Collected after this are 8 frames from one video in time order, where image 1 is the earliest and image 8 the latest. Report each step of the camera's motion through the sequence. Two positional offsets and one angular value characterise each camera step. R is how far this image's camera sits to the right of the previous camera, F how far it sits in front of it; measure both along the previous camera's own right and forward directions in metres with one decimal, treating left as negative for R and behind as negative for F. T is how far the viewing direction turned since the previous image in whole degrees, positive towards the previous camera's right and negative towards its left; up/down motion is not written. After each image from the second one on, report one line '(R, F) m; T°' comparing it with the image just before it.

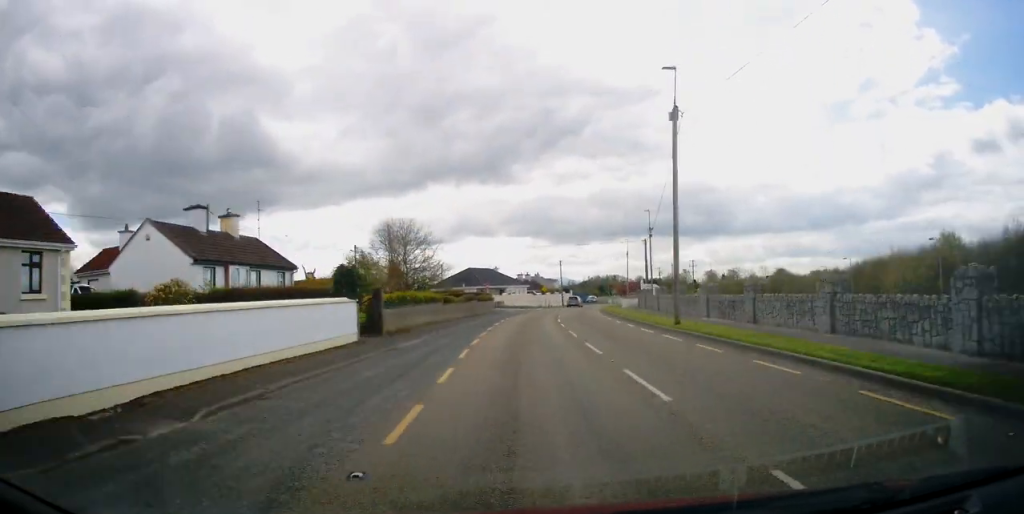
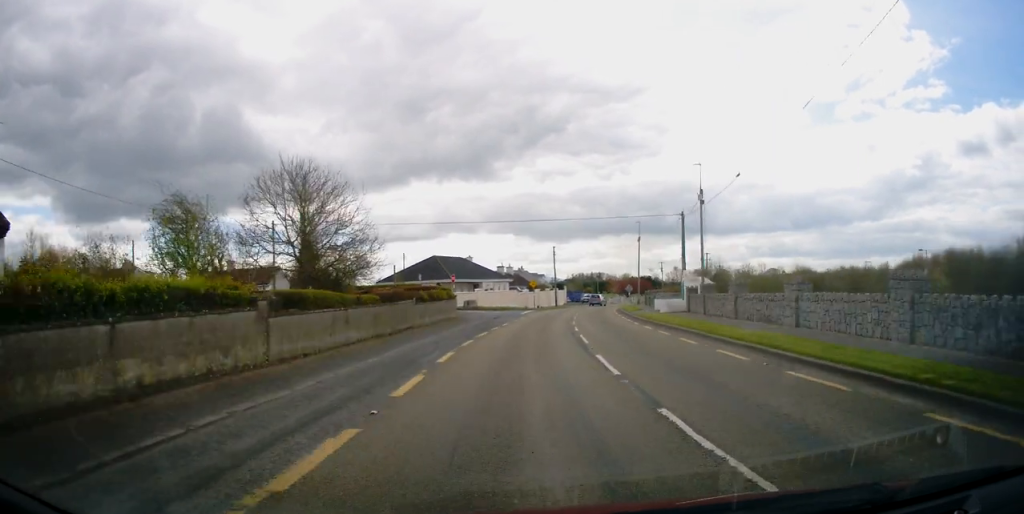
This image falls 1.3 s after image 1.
(+0.1, +21.3) m; +2°
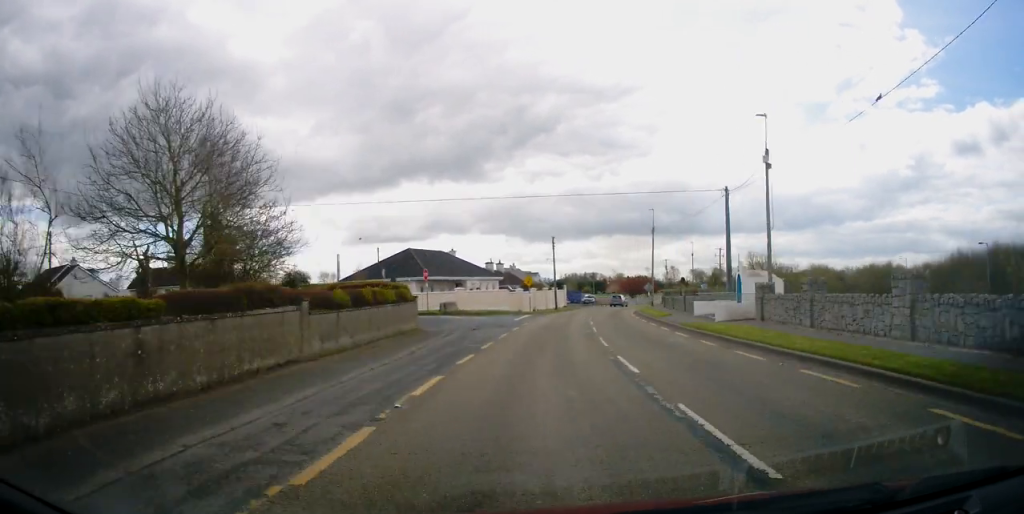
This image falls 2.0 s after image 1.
(+0.2, +11.7) m; +2°
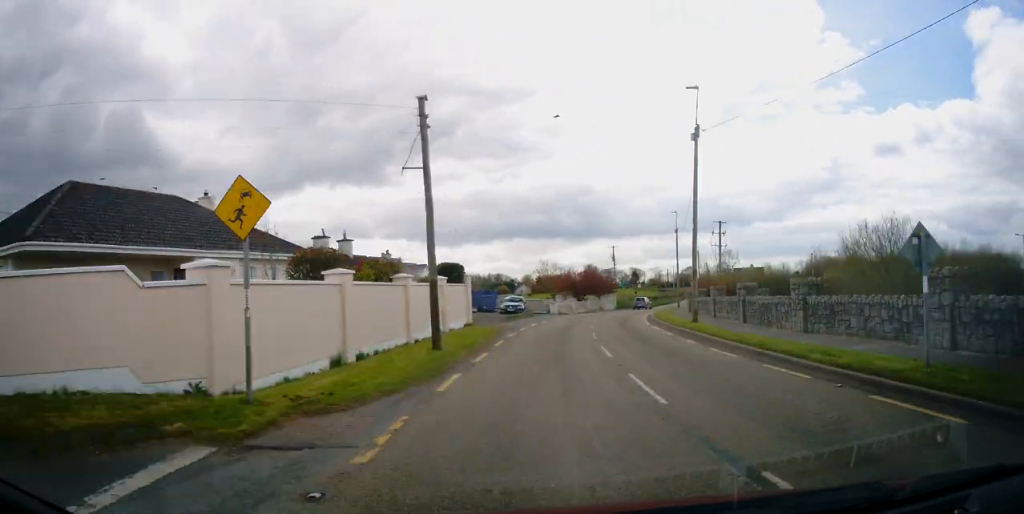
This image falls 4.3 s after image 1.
(+2.3, +39.0) m; +8°
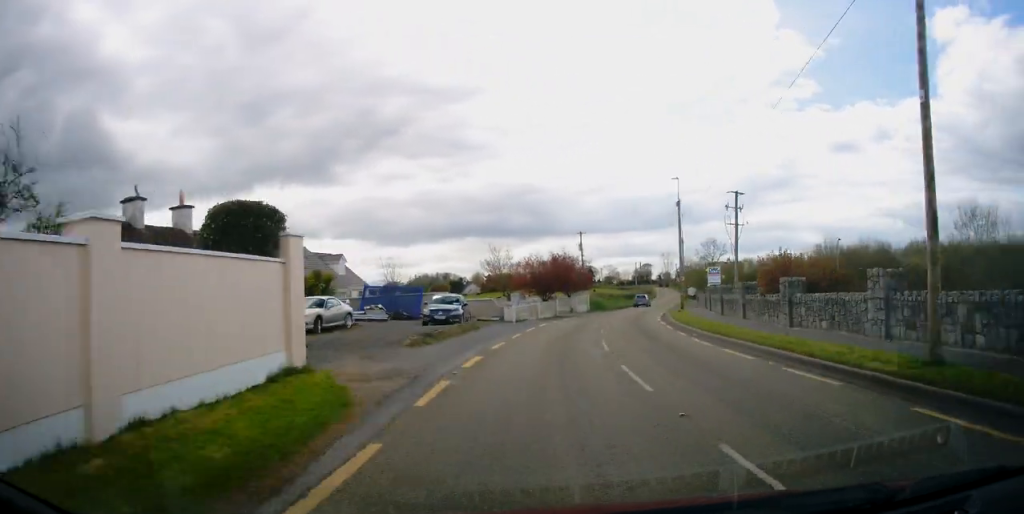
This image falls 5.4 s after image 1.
(+0.5, +17.4) m; +4°
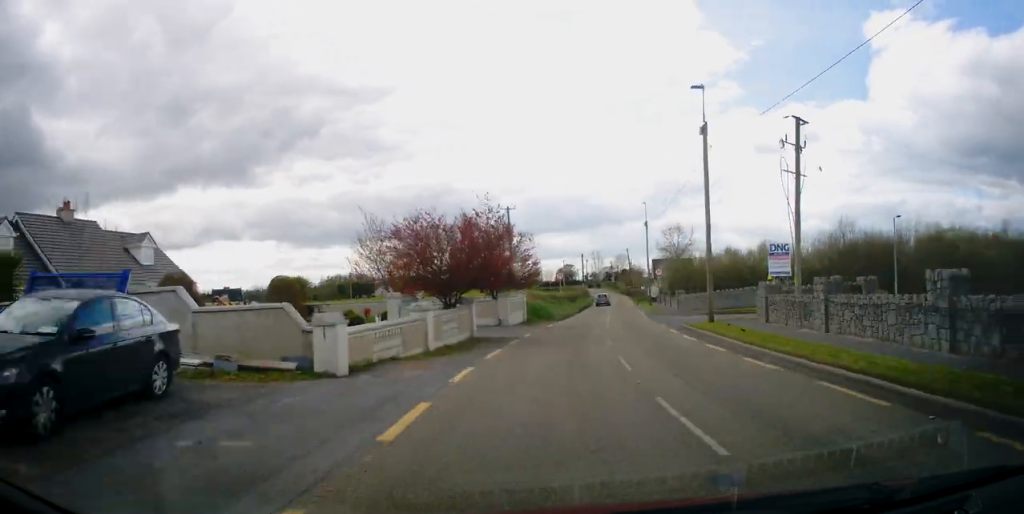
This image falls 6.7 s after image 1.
(+1.3, +21.6) m; +8°
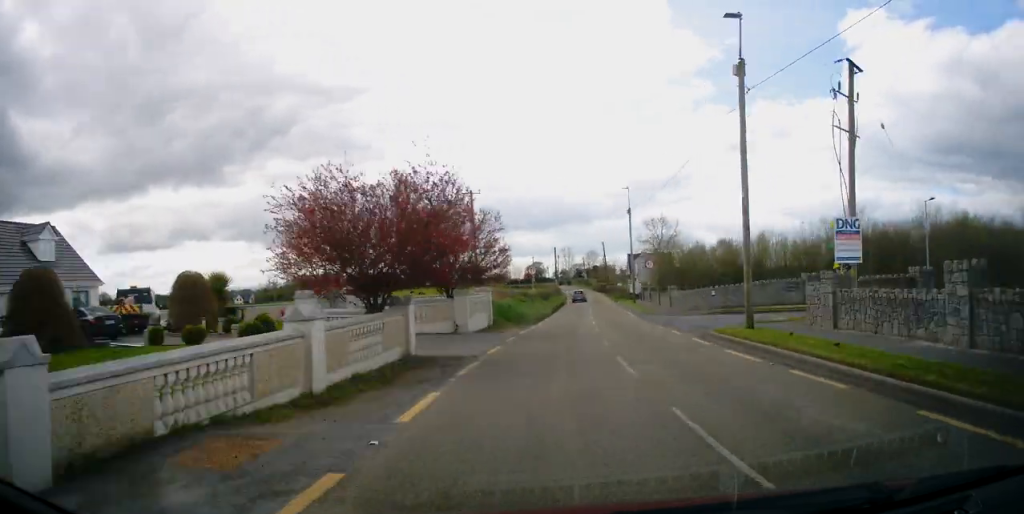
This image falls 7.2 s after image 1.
(+0.3, +7.1) m; +3°
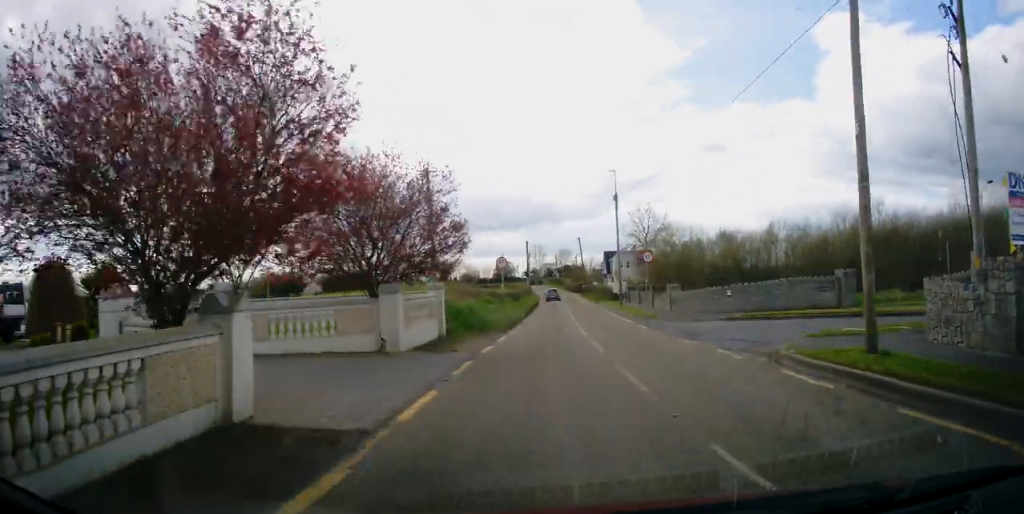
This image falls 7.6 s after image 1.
(-0.1, +7.6) m; +3°
